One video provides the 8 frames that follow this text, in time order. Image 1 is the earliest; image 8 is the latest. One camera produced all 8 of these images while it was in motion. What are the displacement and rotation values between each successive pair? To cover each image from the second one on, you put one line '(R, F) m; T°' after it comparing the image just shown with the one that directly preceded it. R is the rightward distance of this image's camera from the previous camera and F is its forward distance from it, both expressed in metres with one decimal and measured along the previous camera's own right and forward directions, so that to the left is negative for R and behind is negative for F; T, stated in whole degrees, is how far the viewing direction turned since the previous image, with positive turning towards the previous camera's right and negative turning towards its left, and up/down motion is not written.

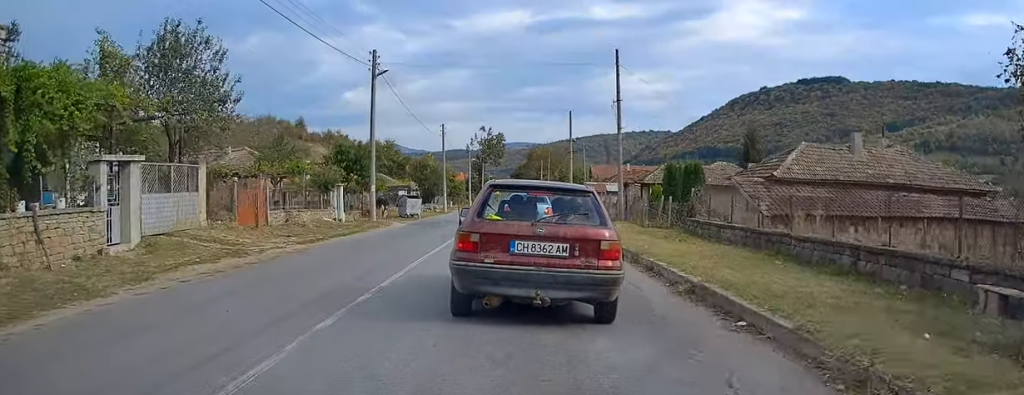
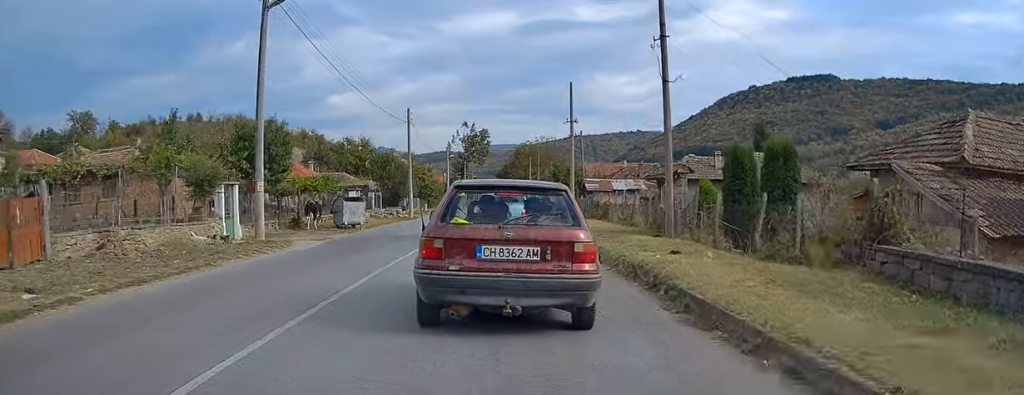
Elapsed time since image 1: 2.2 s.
(0.0, +12.1) m; +1°
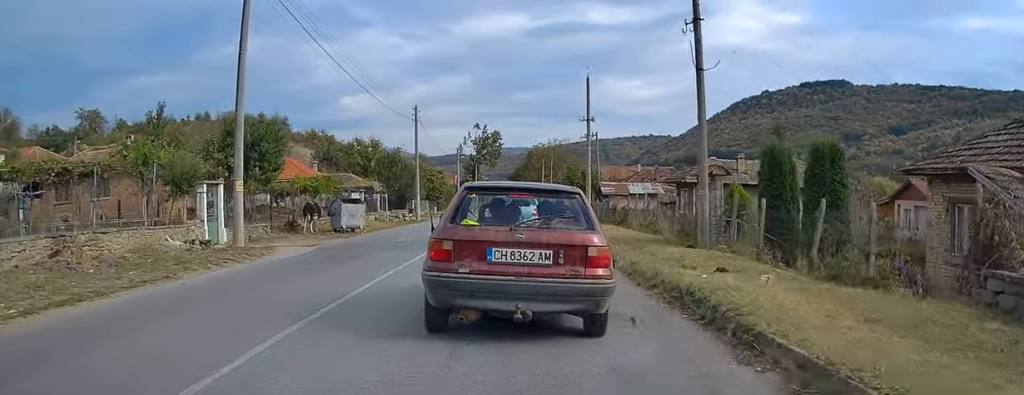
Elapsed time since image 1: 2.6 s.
(0.0, +2.3) m; +1°
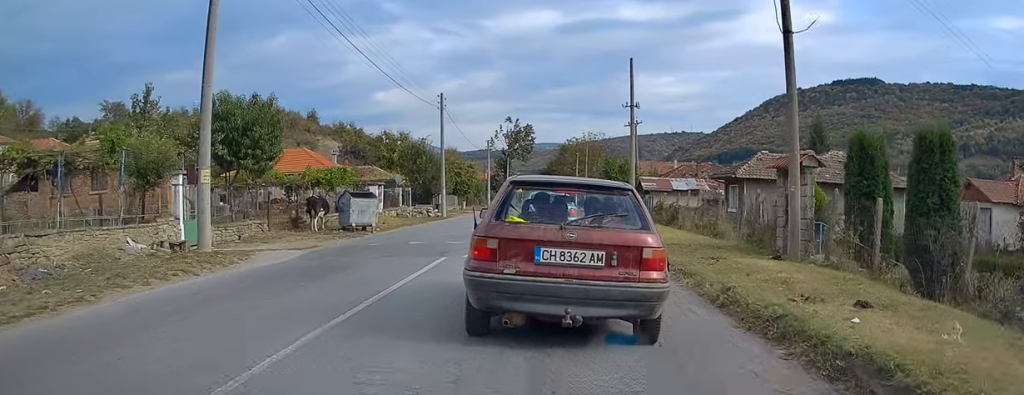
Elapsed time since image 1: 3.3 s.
(0.0, +3.5) m; -1°
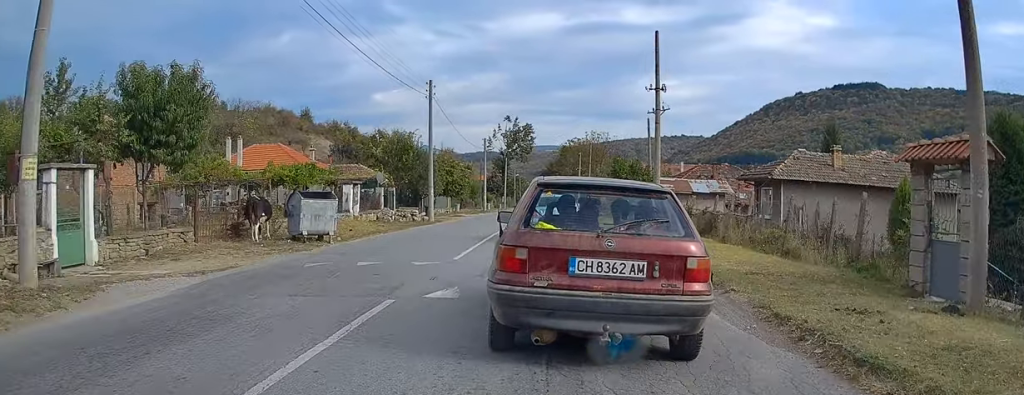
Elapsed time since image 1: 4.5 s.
(-0.1, +5.4) m; -4°
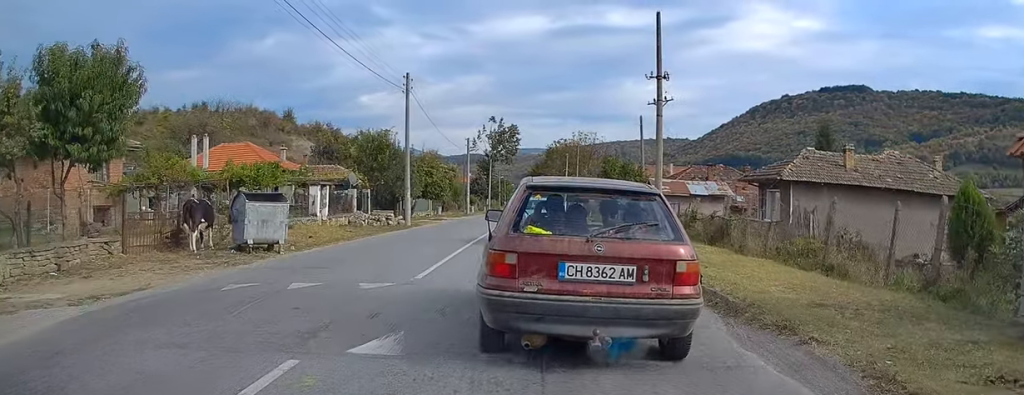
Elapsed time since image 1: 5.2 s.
(-0.1, +3.0) m; -1°
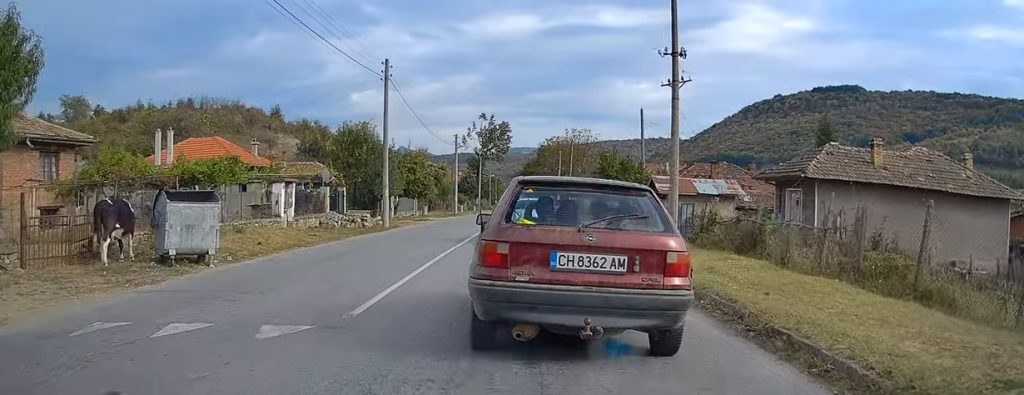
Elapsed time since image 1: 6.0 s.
(0.0, +3.4) m; +1°
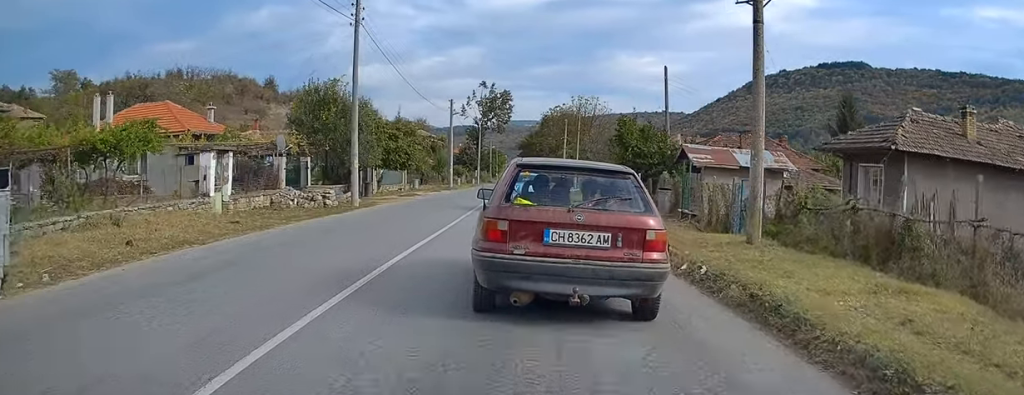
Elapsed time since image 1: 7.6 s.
(+0.1, +6.2) m; +3°
